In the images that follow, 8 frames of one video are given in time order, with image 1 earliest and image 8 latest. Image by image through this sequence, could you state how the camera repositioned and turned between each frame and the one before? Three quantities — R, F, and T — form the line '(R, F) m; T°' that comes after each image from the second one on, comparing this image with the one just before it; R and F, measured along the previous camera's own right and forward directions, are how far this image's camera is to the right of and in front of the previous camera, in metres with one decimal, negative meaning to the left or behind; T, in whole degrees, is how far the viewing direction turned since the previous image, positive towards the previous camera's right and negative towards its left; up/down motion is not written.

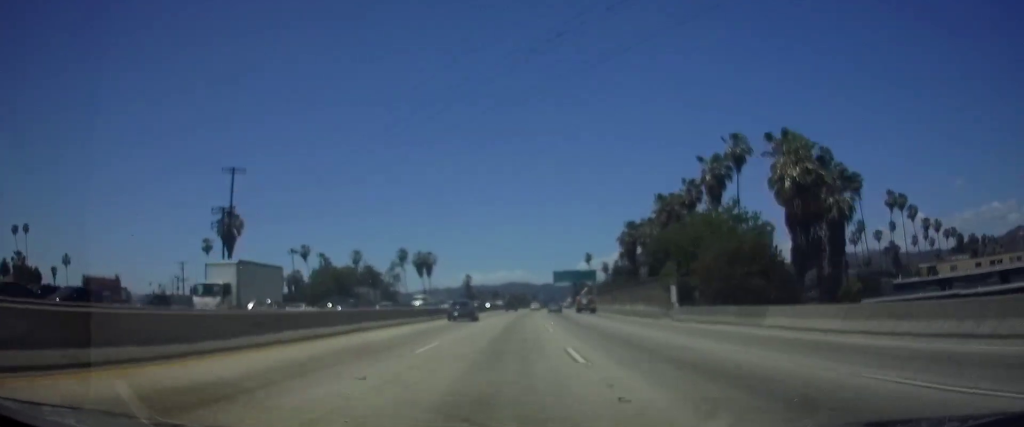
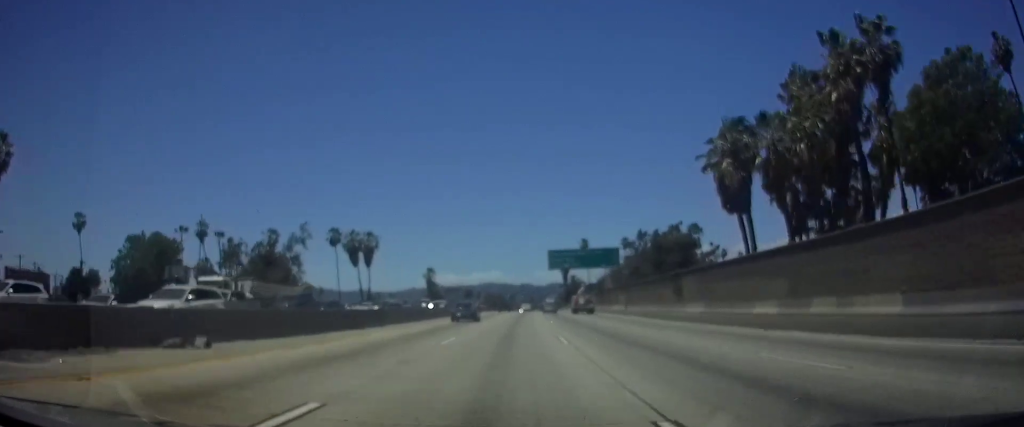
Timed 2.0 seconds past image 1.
(+0.9, +56.1) m; +2°
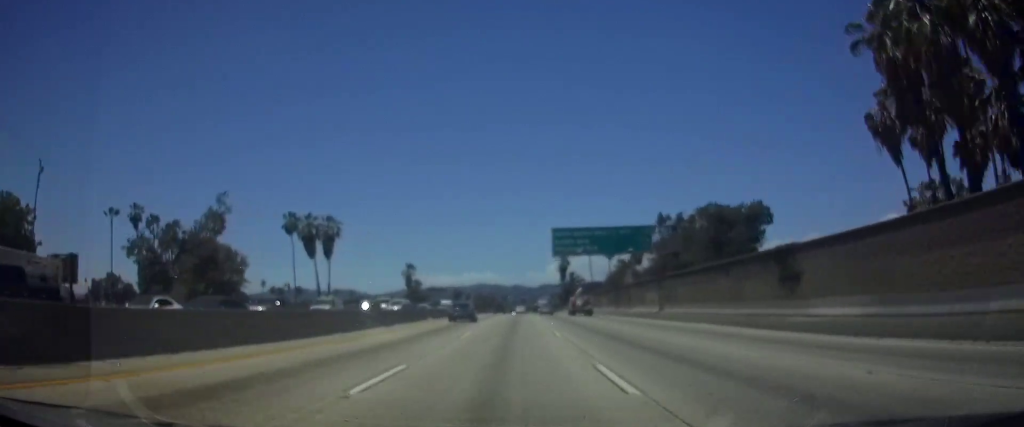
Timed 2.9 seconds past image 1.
(+0.2, +25.2) m; +1°
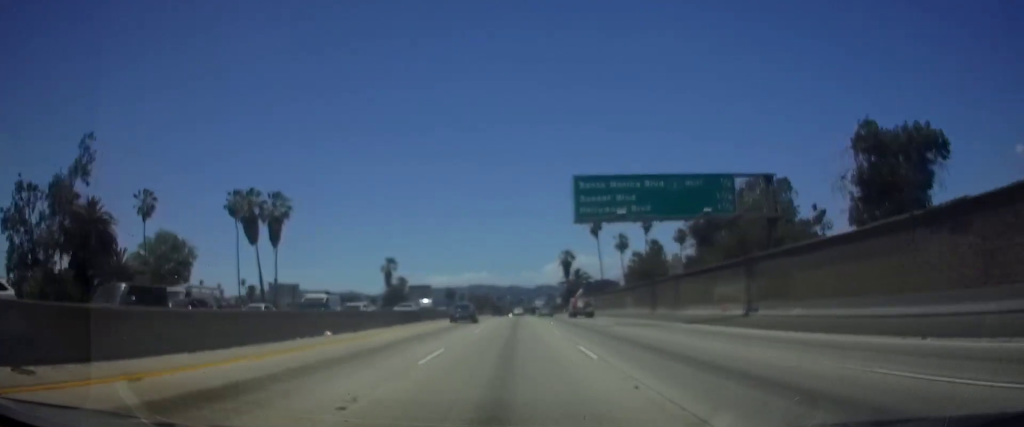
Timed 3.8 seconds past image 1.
(+0.1, +25.1) m; 0°
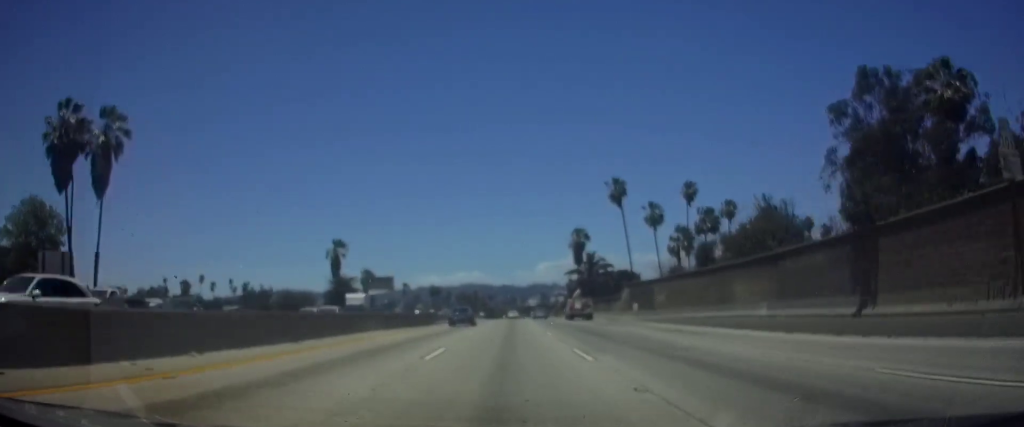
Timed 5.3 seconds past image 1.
(+0.2, +42.5) m; 0°
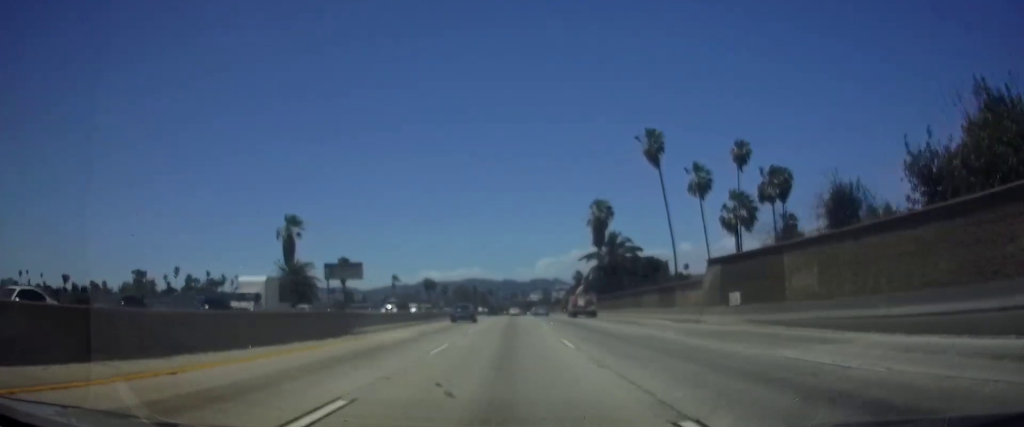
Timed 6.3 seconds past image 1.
(0.0, +25.6) m; 0°
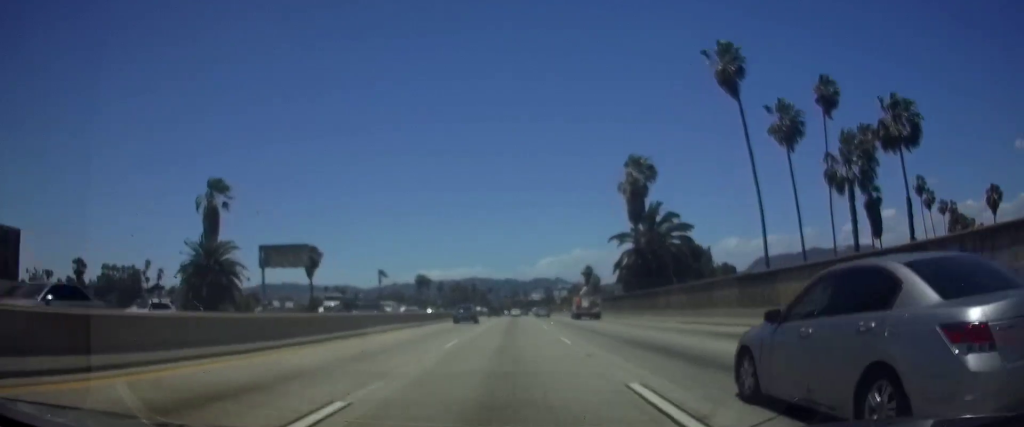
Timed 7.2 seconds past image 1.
(0.0, +26.3) m; 0°
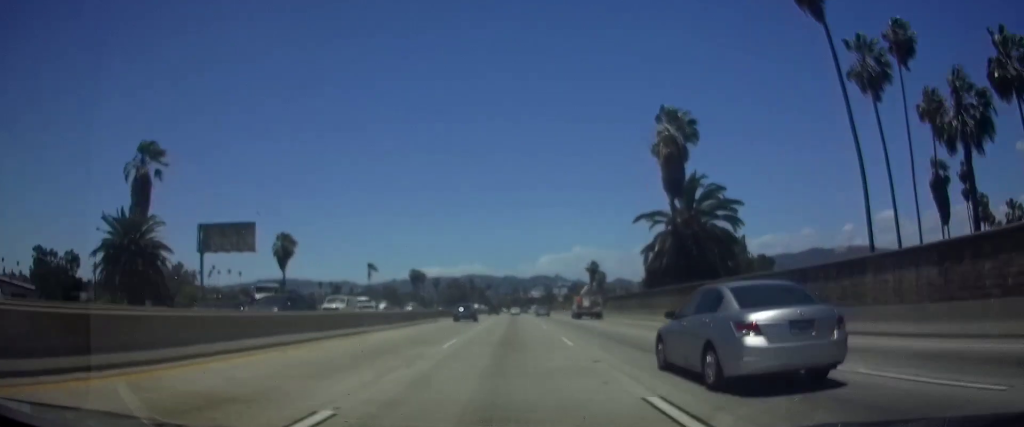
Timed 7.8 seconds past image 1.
(0.0, +15.2) m; 0°
